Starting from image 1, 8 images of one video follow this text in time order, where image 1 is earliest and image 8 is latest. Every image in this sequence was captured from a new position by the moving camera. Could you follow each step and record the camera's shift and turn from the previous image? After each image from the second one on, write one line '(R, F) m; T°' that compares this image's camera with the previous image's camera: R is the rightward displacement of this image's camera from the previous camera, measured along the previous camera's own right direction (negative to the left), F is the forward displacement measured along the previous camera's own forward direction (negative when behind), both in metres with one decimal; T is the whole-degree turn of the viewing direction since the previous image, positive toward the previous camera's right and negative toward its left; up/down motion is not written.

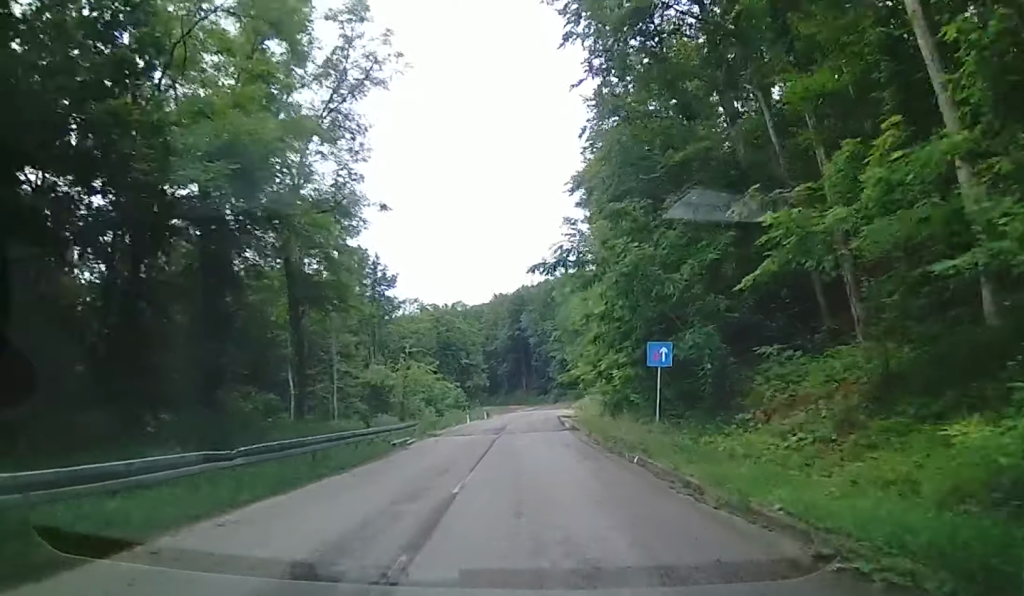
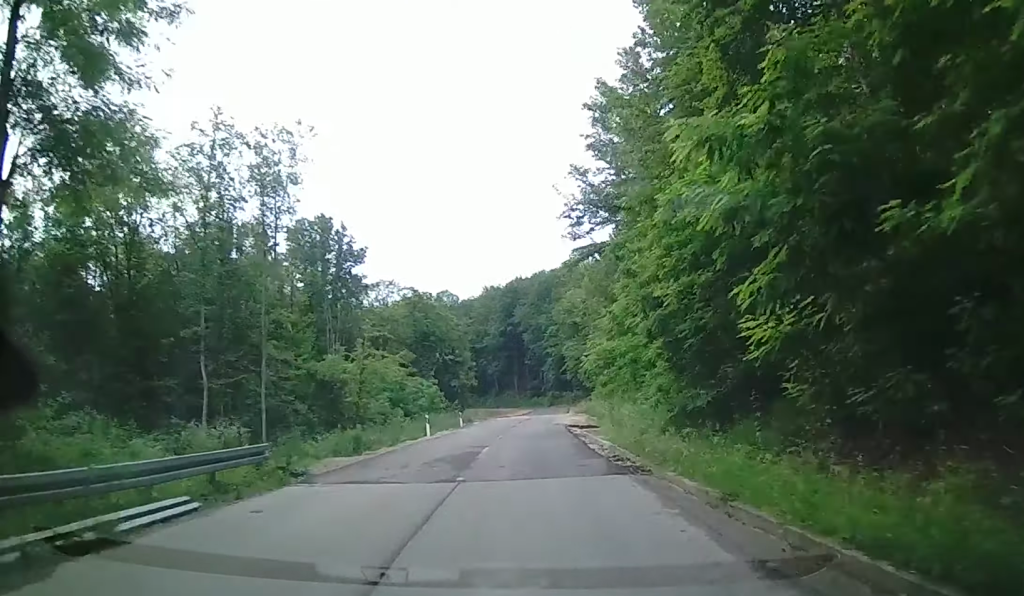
(+0.7, +18.1) m; 0°
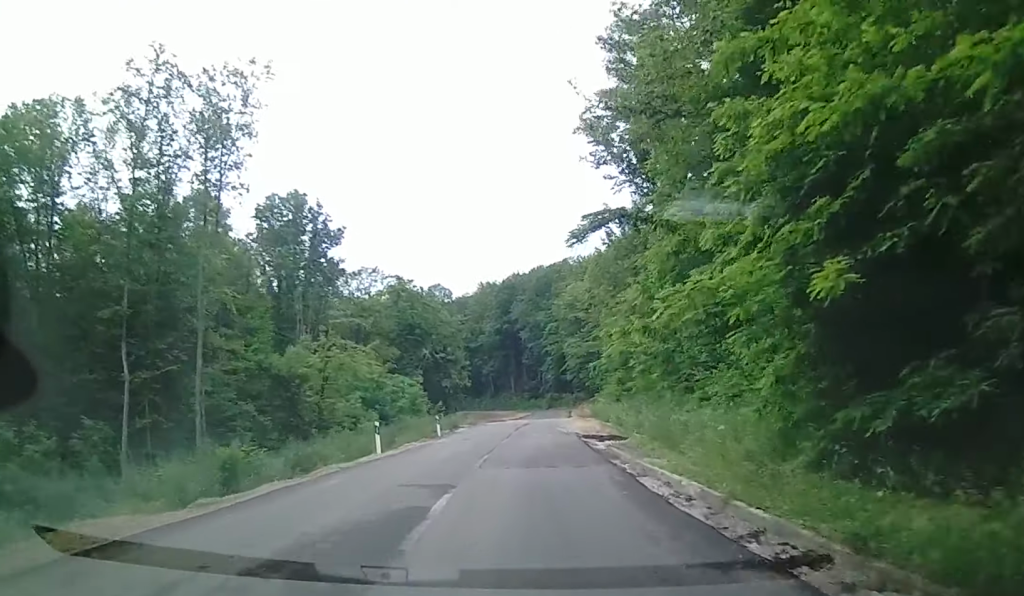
(-0.5, +10.5) m; -2°
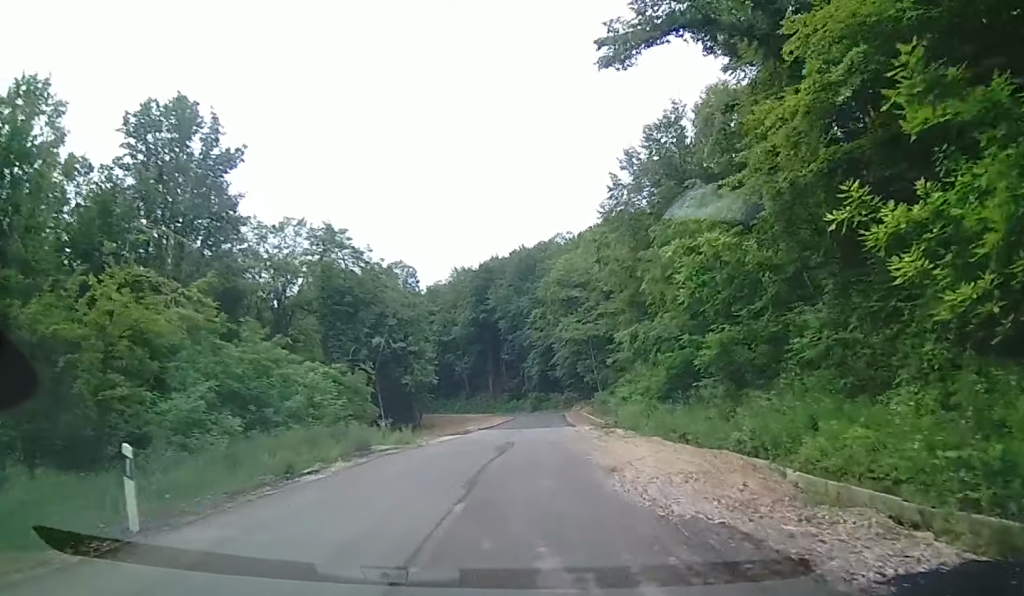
(-0.3, +24.7) m; +1°
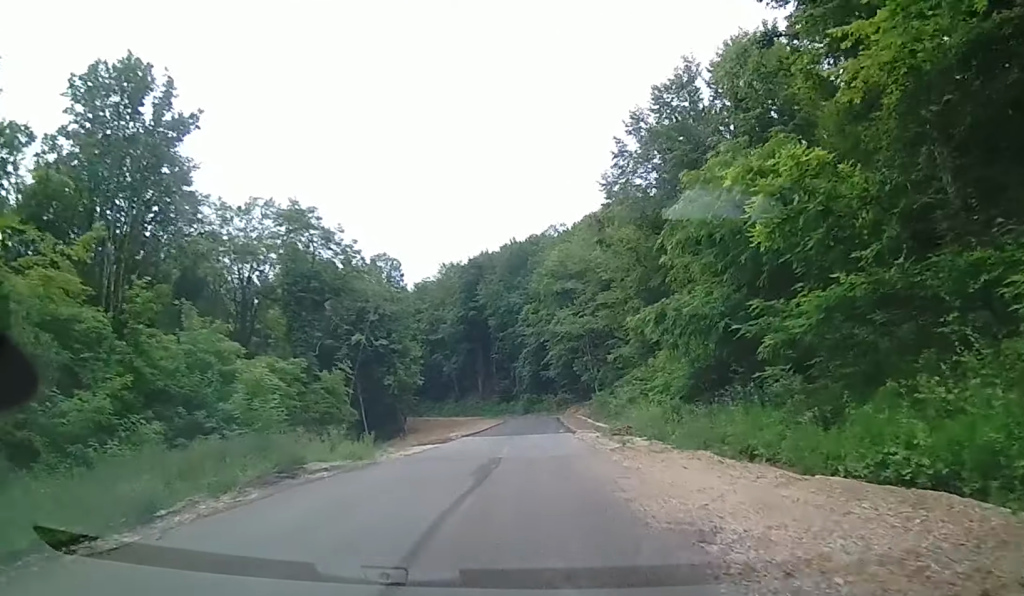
(-0.3, +6.6) m; +2°
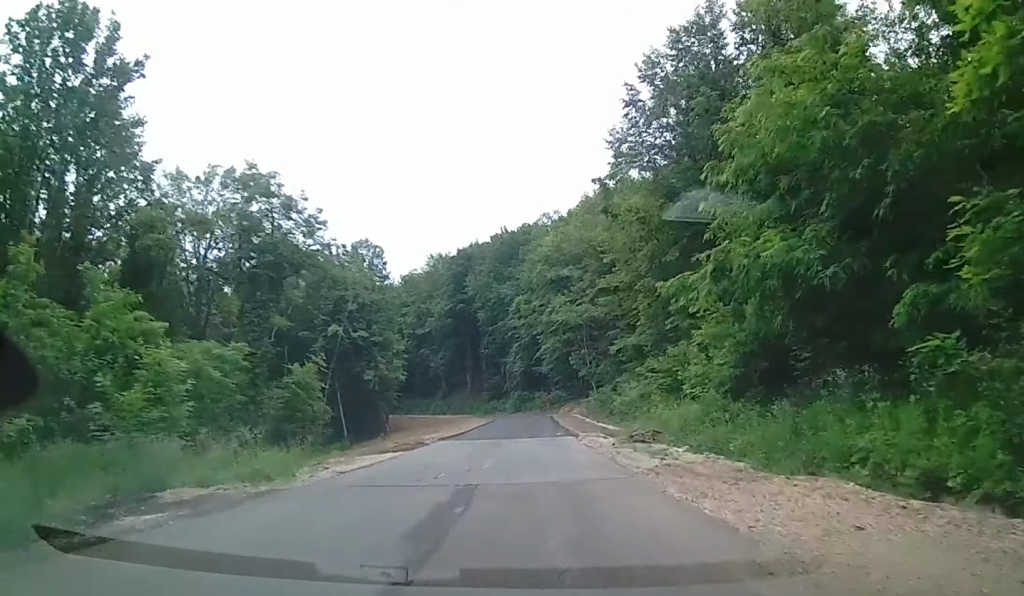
(+0.3, +6.9) m; +2°
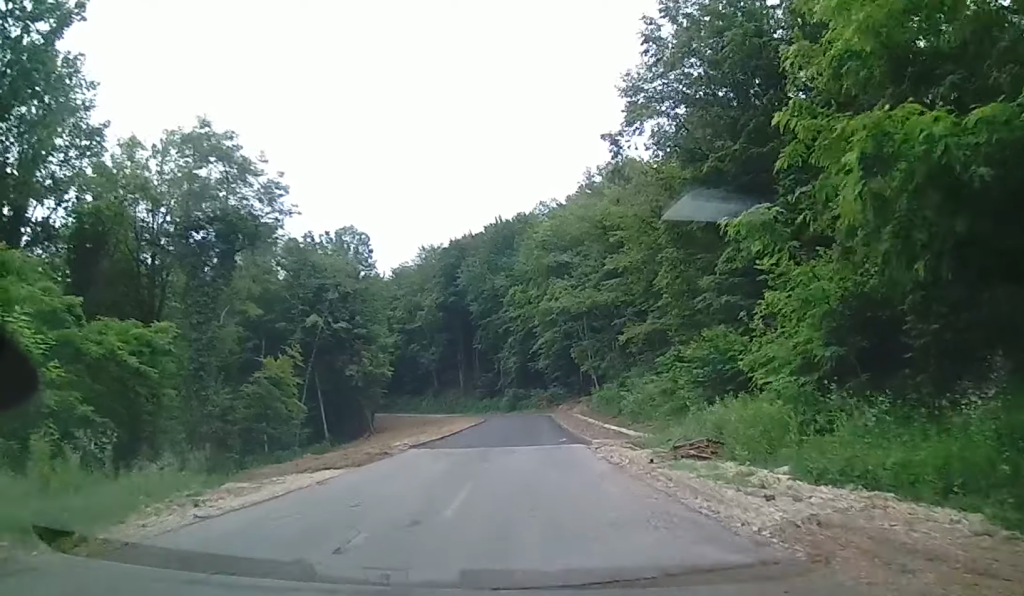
(+0.3, +6.4) m; +2°
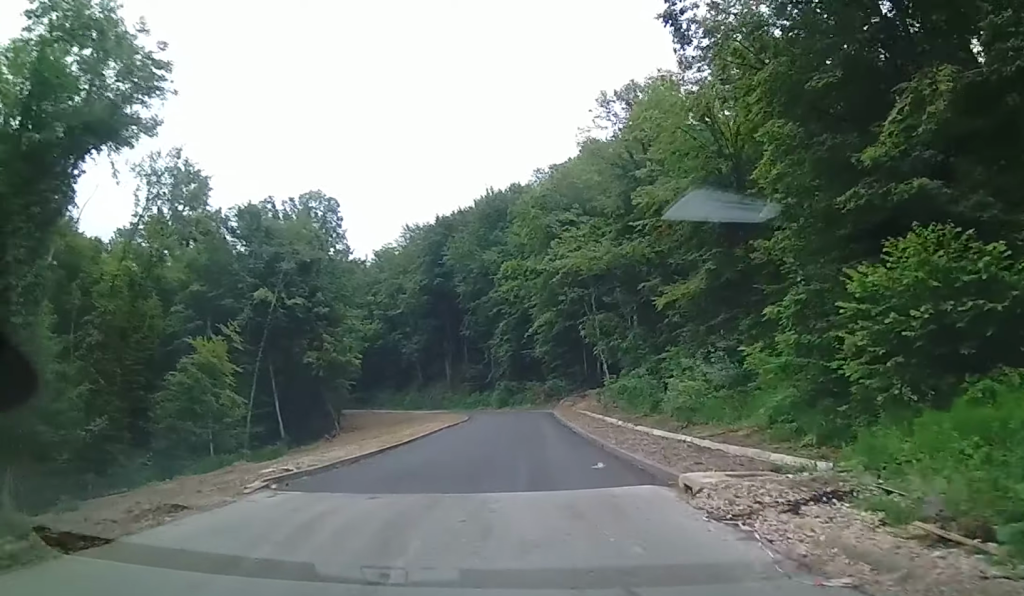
(0.0, +12.9) m; +2°
